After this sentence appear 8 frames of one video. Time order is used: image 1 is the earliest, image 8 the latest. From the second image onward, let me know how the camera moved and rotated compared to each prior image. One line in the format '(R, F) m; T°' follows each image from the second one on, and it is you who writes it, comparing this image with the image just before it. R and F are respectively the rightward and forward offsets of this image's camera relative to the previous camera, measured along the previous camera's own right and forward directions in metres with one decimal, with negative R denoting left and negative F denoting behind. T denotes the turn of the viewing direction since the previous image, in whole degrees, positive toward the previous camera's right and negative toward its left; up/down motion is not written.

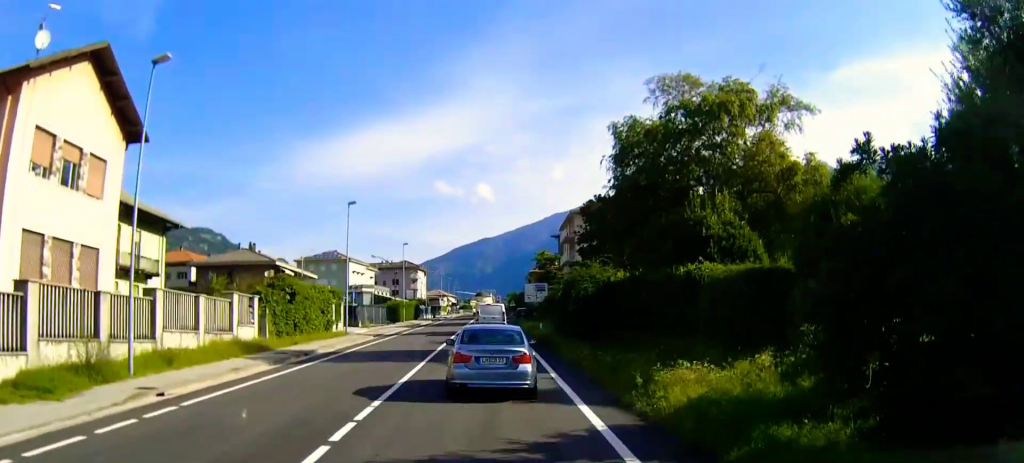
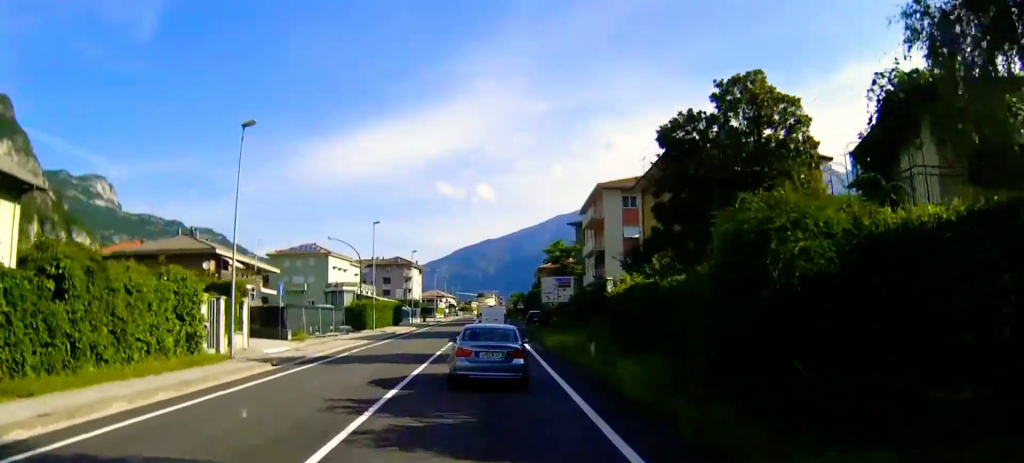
(-0.1, +22.7) m; 0°
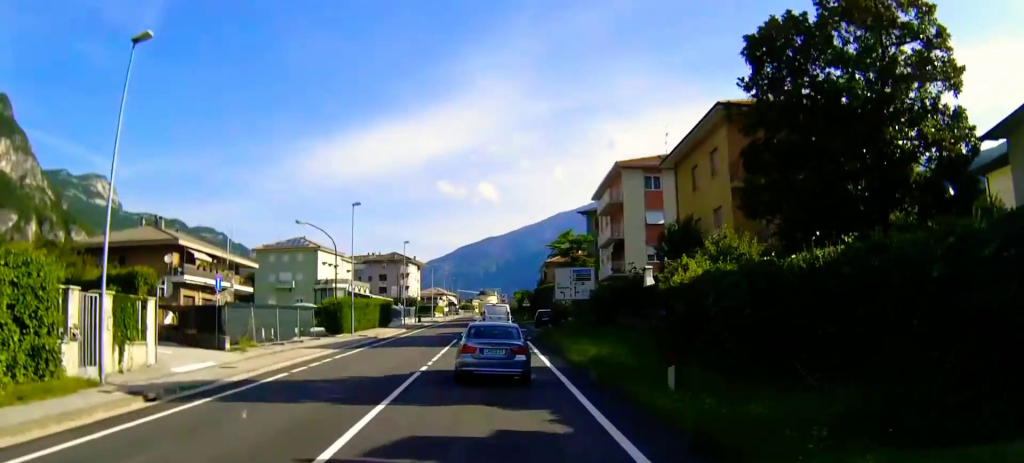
(0.0, +10.1) m; 0°
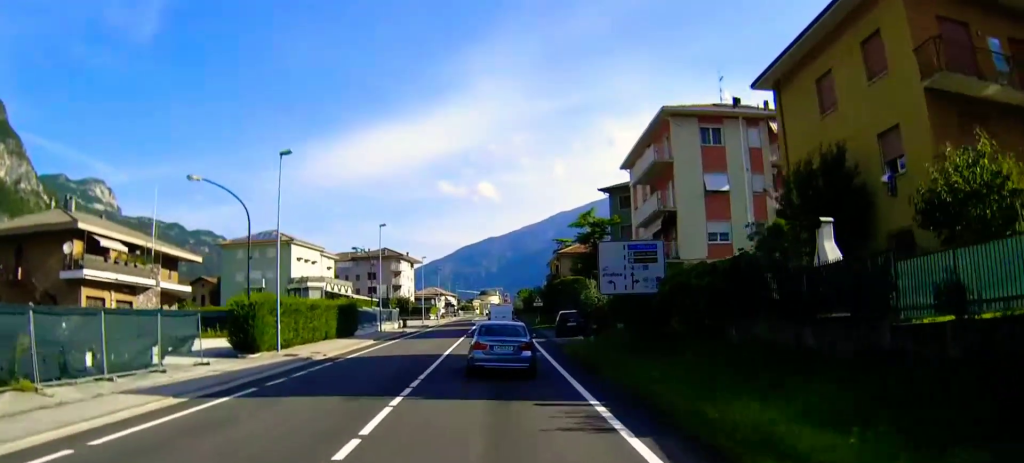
(0.0, +18.1) m; 0°
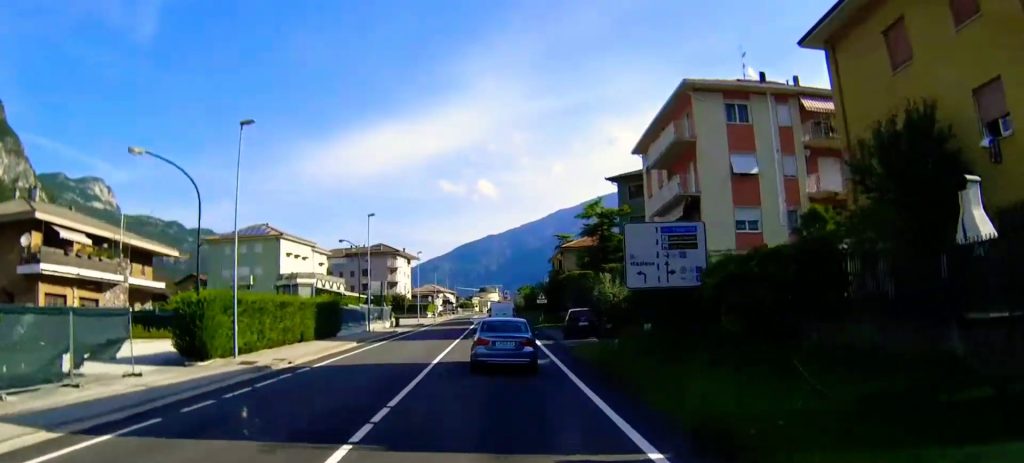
(0.0, +5.5) m; 0°
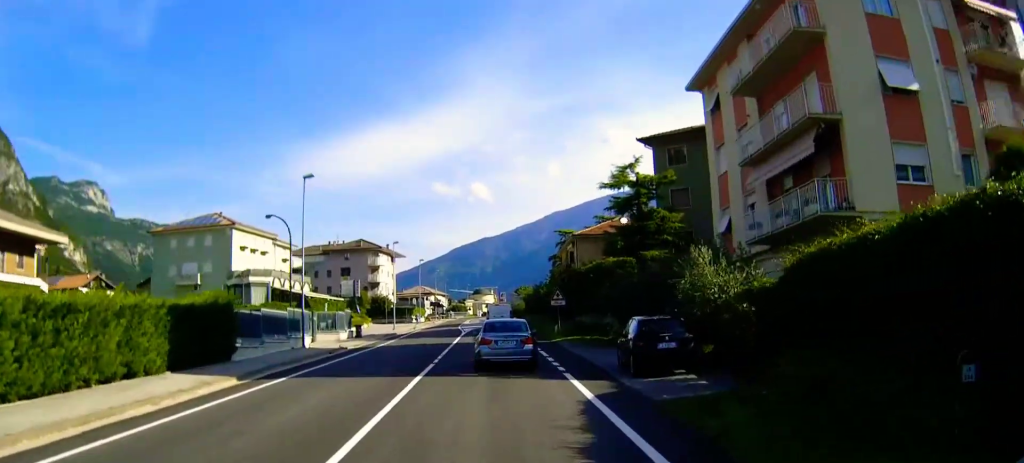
(0.0, +18.3) m; 0°
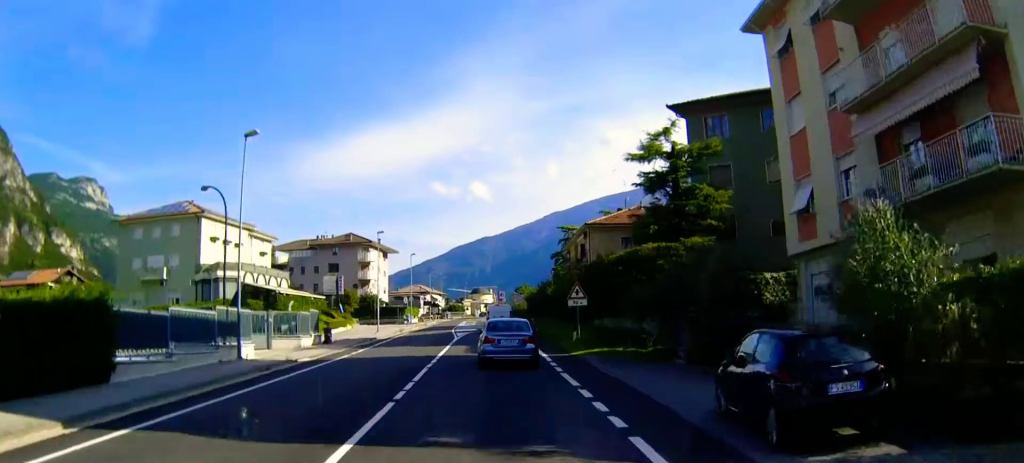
(0.0, +9.7) m; 0°
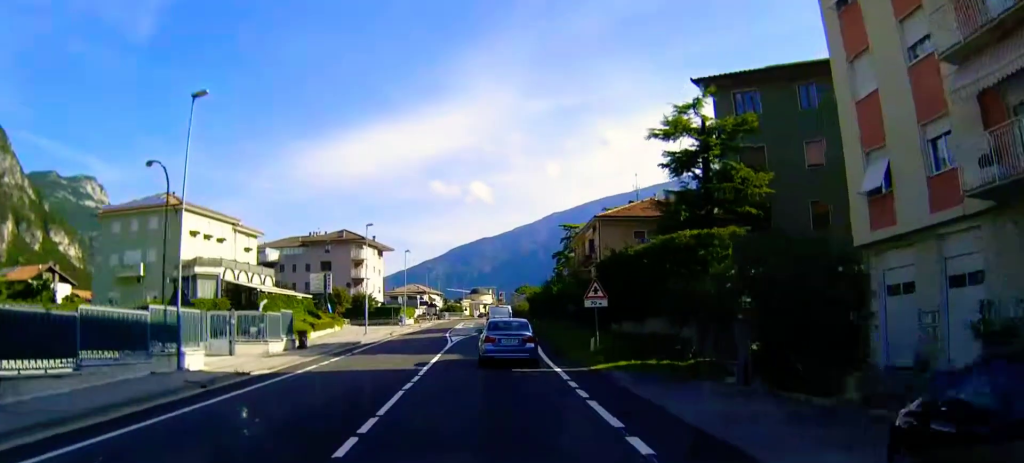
(0.0, +5.7) m; 0°
